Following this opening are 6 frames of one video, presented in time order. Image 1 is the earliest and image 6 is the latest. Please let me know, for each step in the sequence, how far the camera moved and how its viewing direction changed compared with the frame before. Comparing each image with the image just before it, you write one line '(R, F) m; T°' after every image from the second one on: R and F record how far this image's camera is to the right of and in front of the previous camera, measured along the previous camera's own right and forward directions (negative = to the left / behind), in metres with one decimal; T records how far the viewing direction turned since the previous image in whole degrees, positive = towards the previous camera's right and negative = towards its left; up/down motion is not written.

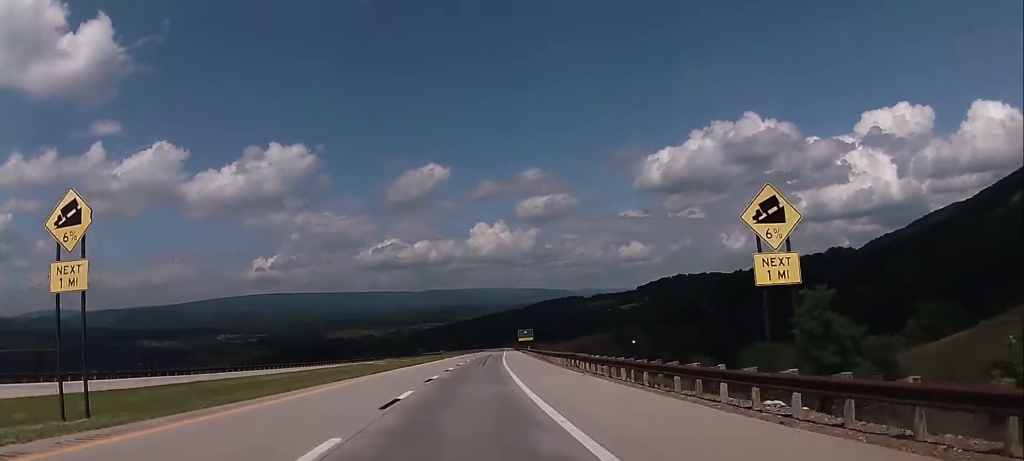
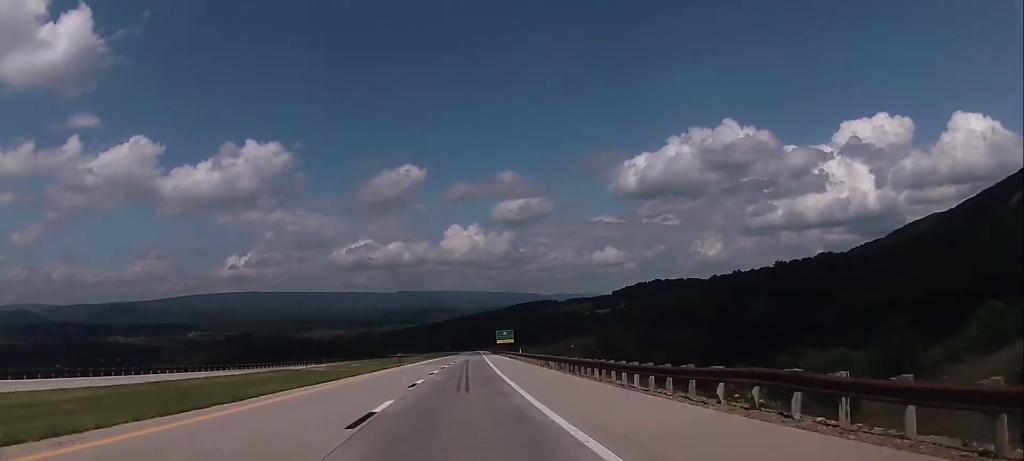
(+0.5, +28.8) m; +2°
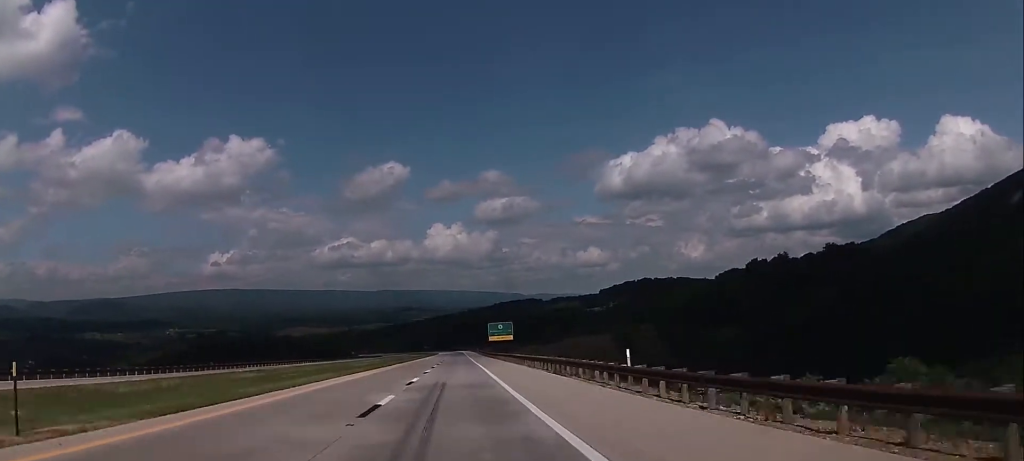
(+2.4, +59.9) m; +3°
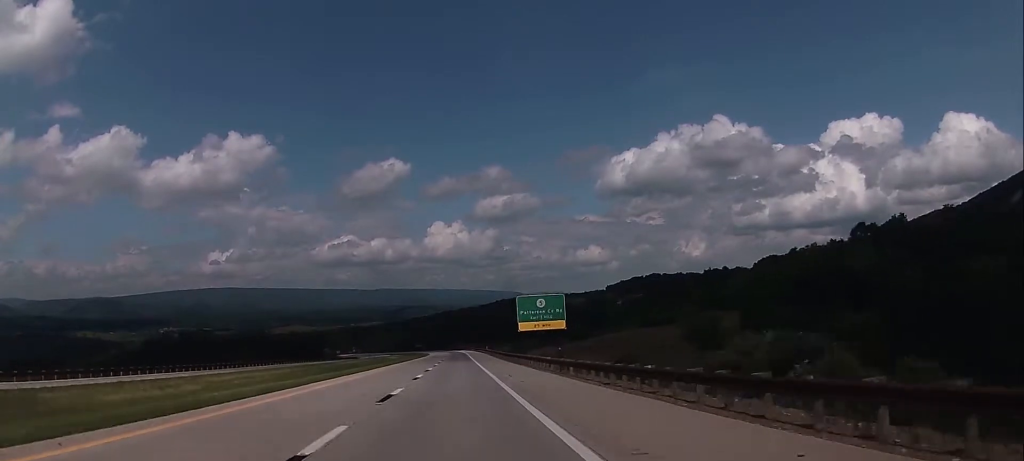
(+0.9, +70.3) m; +1°
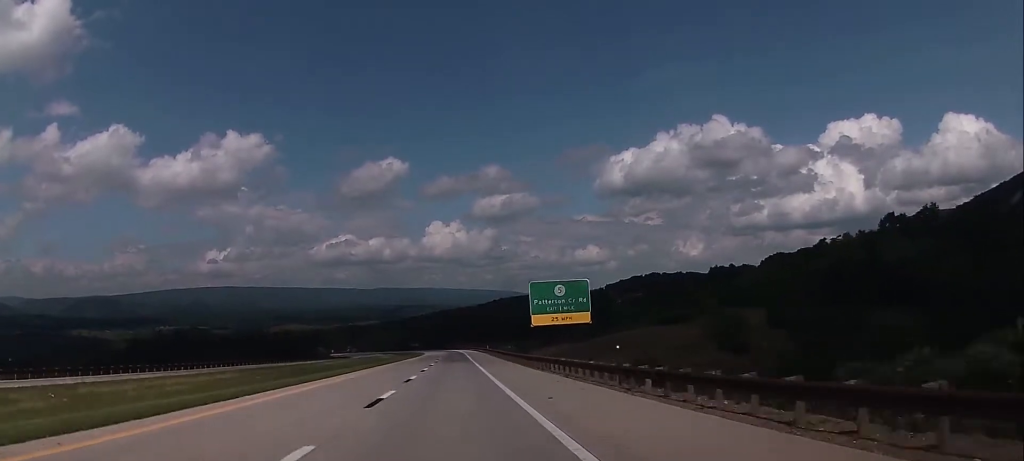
(0.0, +14.9) m; 0°
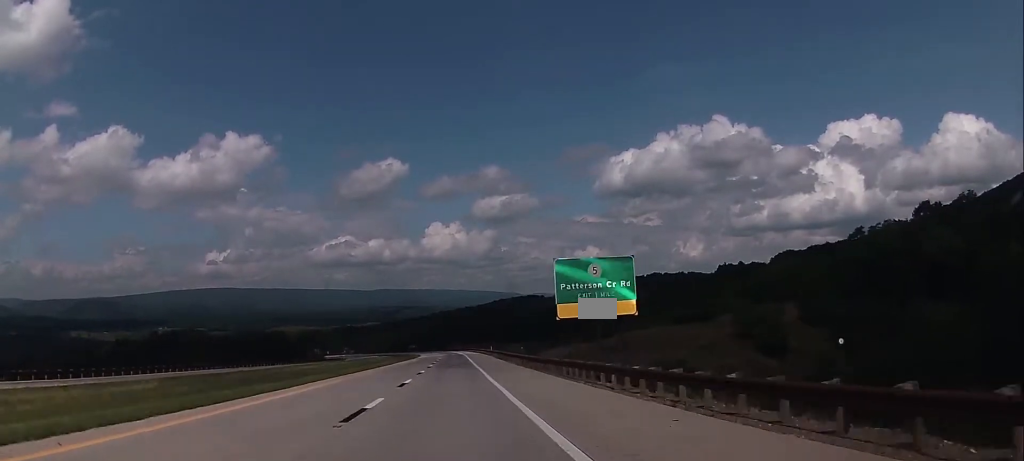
(0.0, +14.9) m; 0°
